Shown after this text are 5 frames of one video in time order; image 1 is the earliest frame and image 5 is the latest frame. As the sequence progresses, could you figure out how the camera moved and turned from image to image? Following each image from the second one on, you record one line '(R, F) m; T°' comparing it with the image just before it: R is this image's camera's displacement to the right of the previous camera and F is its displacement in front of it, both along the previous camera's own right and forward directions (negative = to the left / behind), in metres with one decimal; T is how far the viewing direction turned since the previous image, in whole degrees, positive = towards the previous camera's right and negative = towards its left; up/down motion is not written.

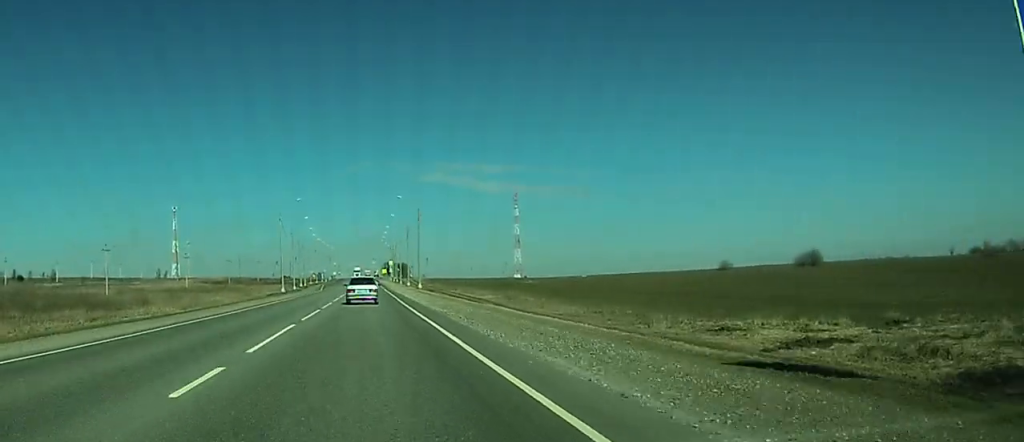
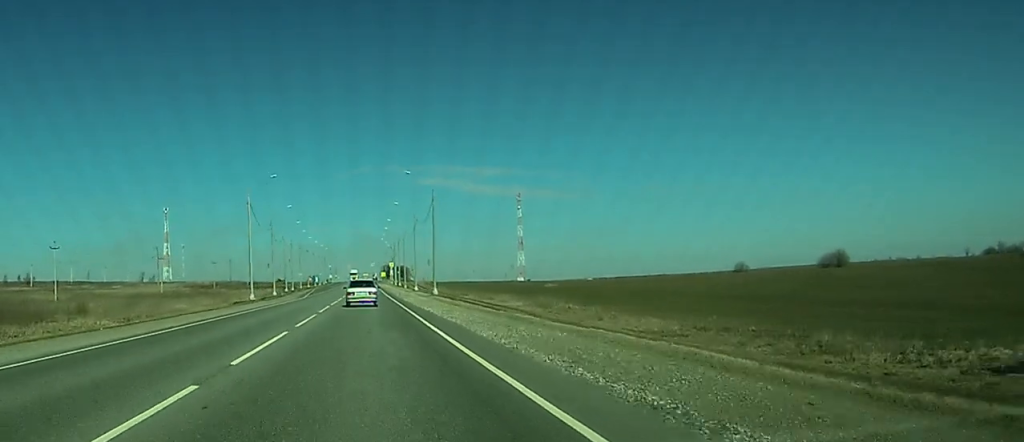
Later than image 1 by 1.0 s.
(+0.2, +26.6) m; +1°
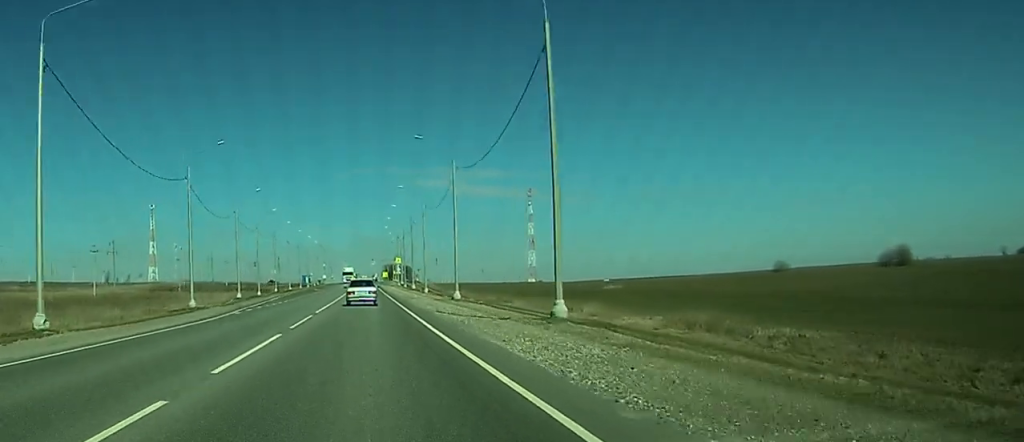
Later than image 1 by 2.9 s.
(-0.2, +51.3) m; -1°
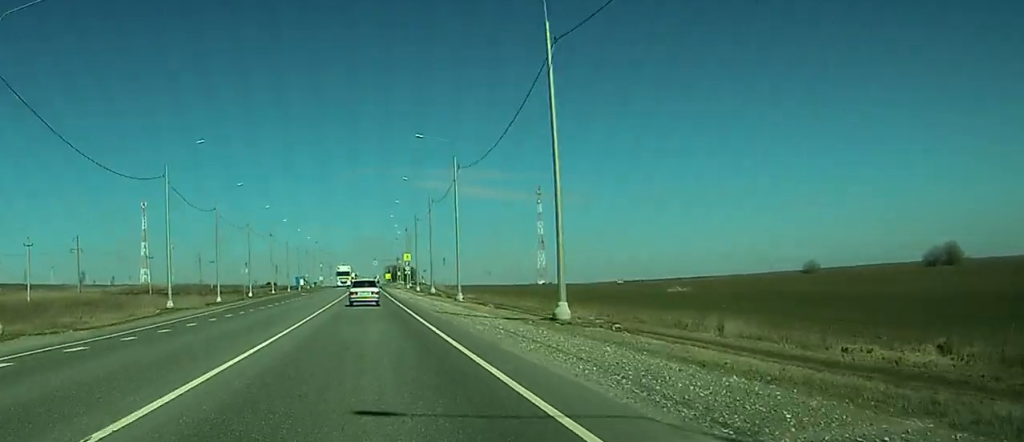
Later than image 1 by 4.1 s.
(-0.3, +31.2) m; -1°
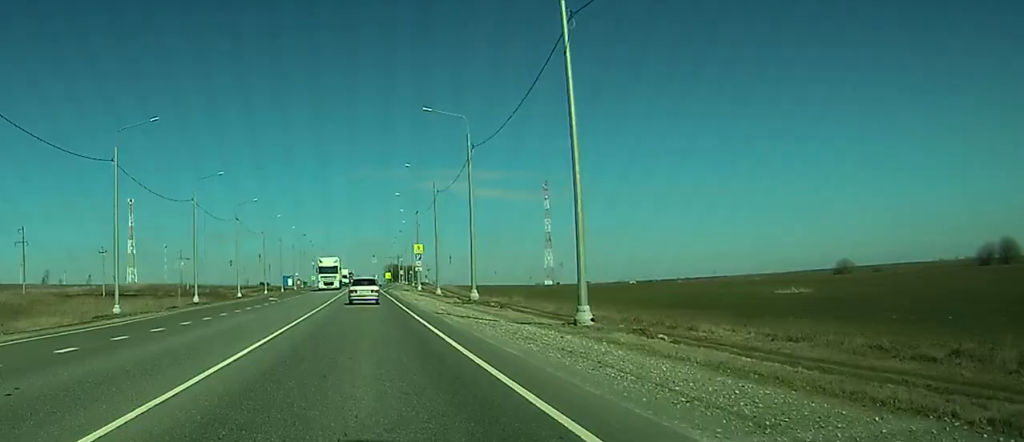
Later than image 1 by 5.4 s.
(-0.6, +32.3) m; -2°
